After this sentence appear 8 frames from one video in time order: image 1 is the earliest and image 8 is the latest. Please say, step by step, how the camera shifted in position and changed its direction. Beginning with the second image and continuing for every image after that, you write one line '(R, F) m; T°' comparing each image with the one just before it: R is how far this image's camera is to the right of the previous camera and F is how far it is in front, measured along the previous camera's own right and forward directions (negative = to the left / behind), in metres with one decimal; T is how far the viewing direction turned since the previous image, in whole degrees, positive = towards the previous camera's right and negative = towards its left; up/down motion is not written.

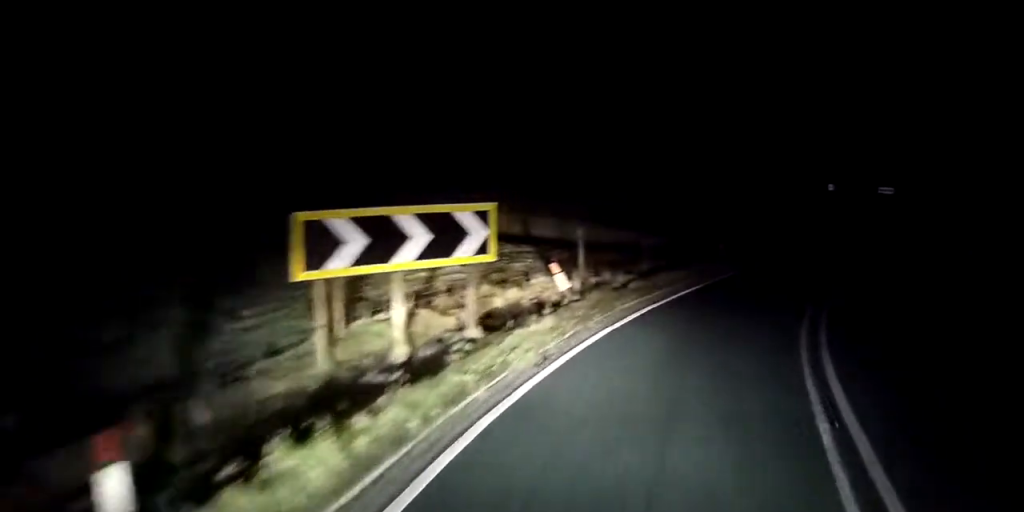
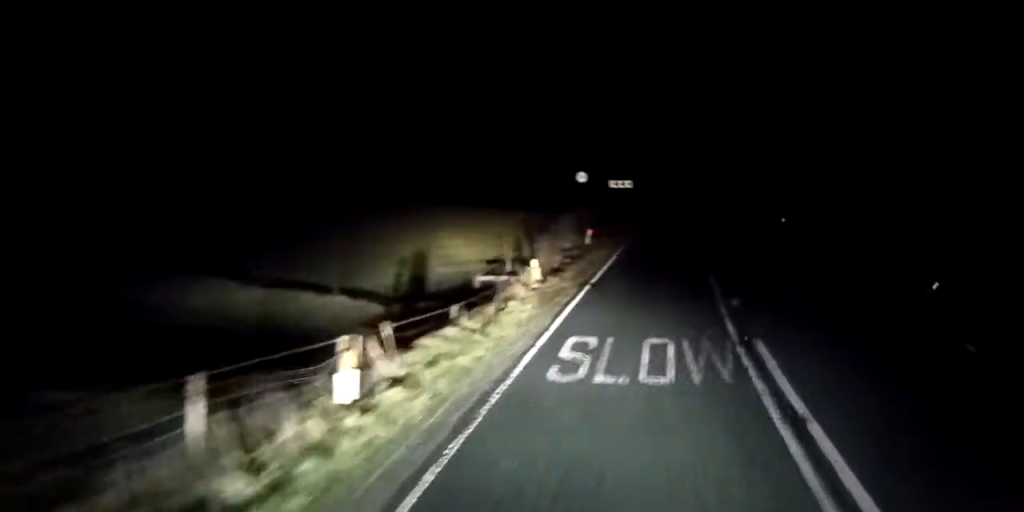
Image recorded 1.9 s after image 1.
(+2.8, +14.8) m; +17°
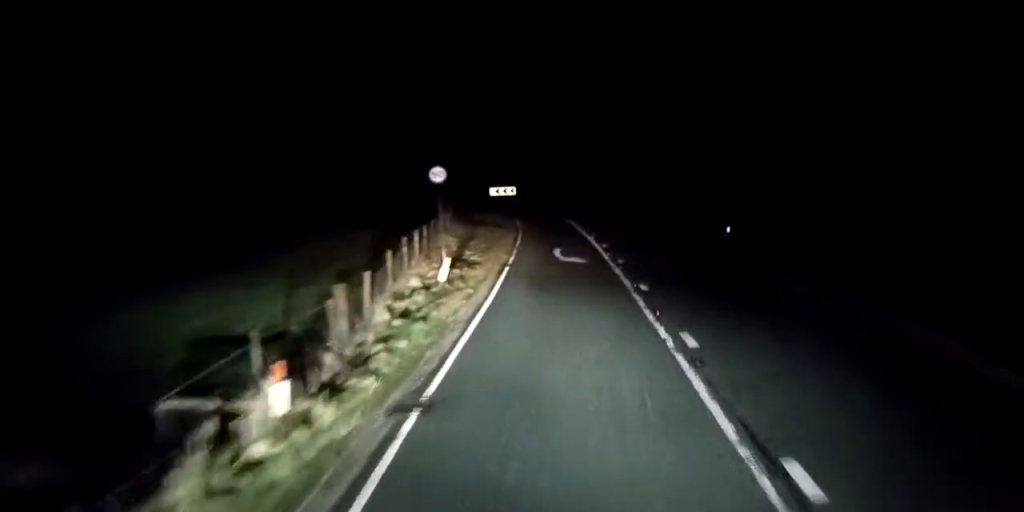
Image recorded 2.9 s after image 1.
(+0.4, +9.8) m; +3°
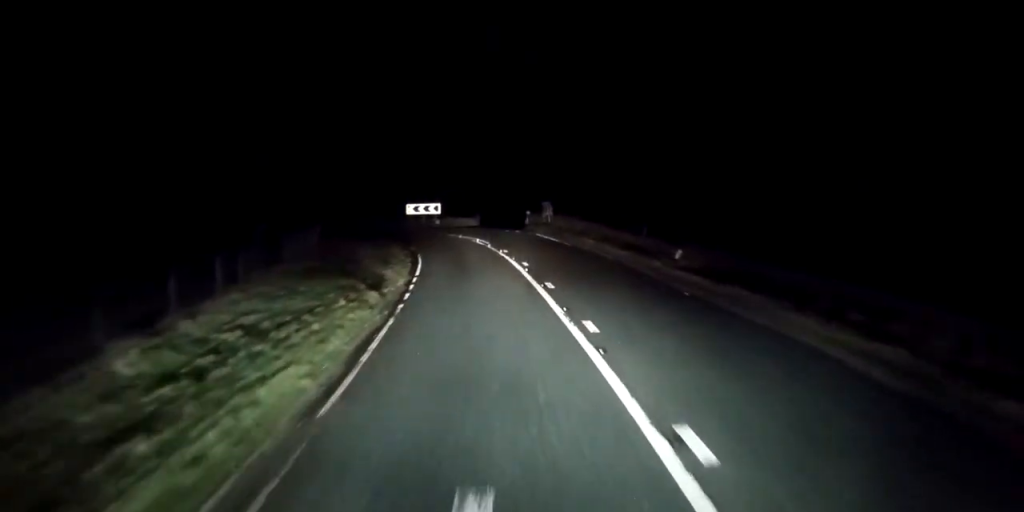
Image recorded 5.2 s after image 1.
(0.0, +22.7) m; -1°
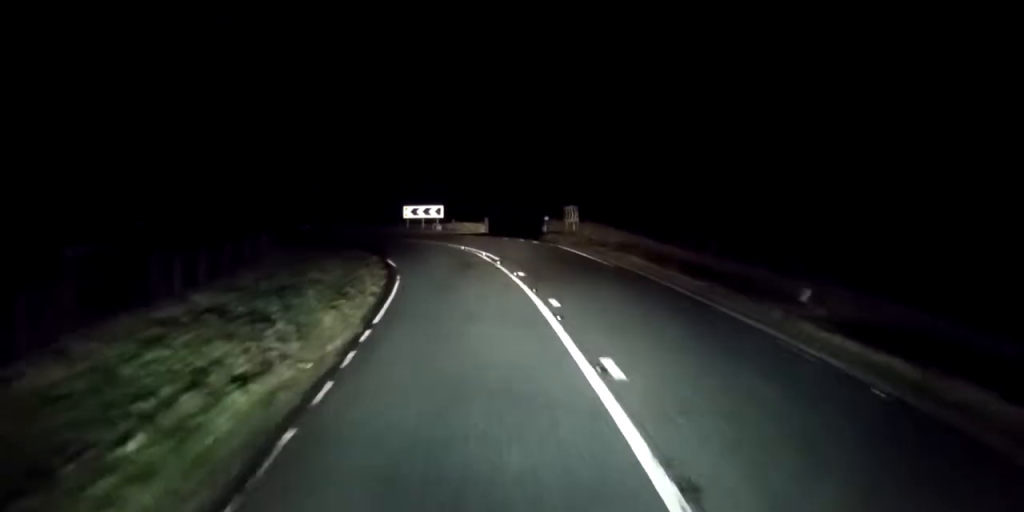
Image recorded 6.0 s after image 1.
(0.0, +8.7) m; 0°
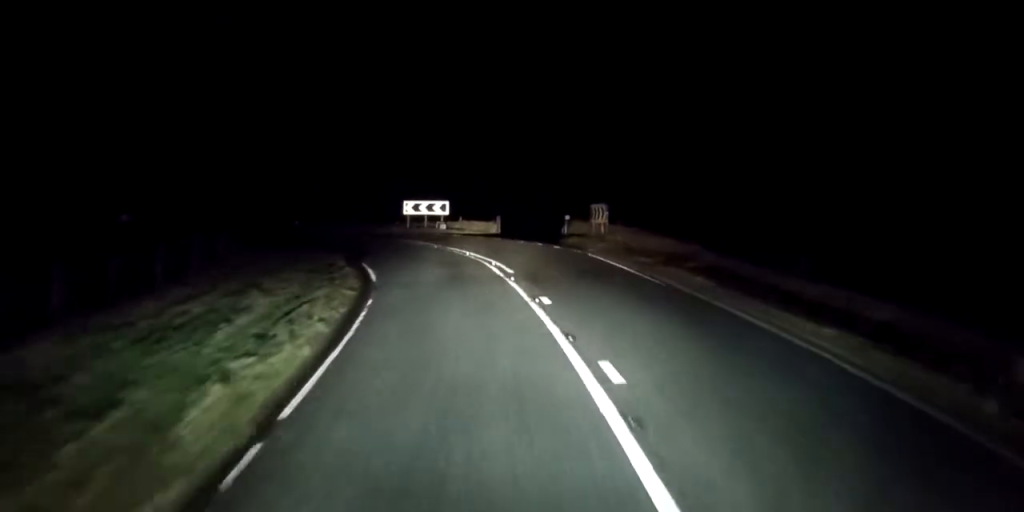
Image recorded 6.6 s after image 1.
(0.0, +6.2) m; 0°
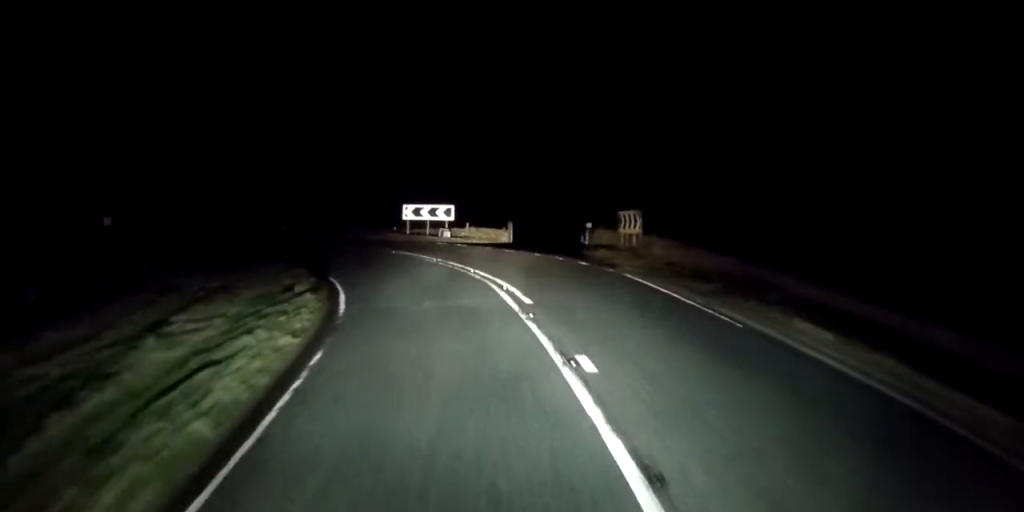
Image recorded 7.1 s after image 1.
(0.0, +4.8) m; -3°
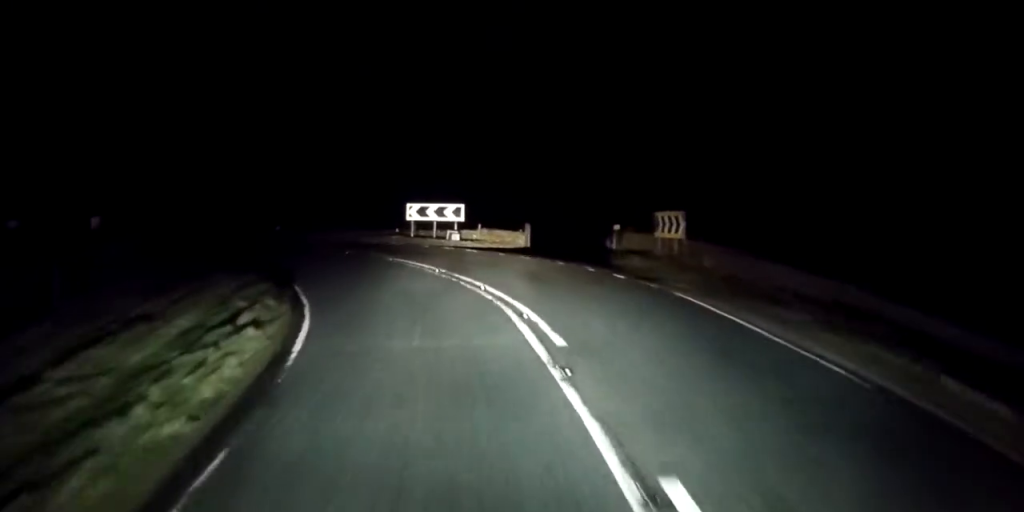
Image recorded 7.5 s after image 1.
(+0.2, +4.2) m; -2°
